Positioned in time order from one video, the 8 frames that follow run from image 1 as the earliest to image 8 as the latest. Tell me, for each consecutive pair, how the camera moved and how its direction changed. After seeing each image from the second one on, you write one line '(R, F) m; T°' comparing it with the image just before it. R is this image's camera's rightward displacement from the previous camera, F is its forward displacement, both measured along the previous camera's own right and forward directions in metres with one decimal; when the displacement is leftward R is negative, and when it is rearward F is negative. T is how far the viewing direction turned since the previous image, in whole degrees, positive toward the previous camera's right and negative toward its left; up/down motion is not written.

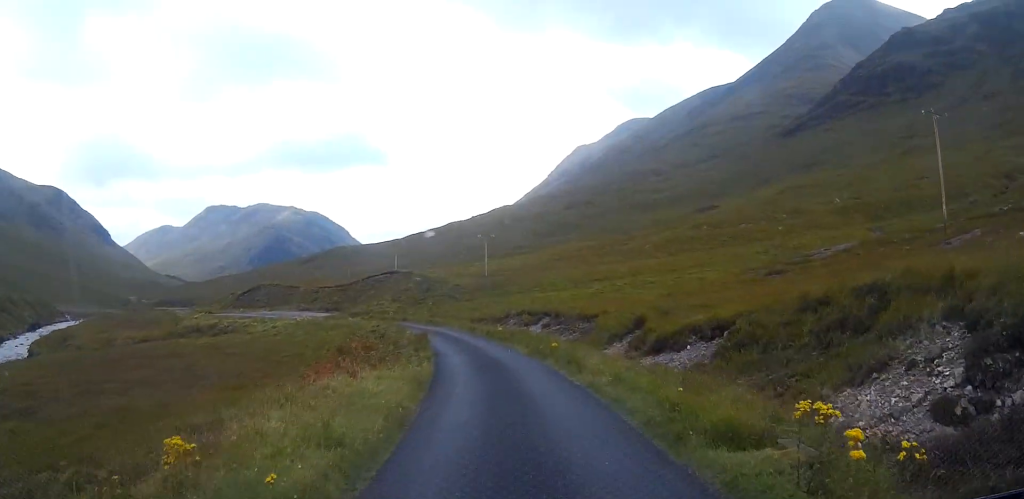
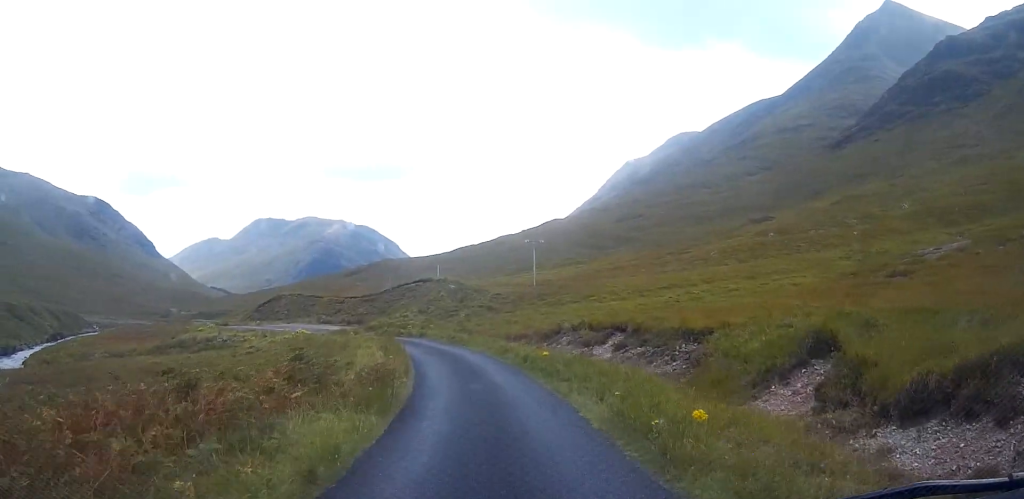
(-0.3, +13.3) m; -4°
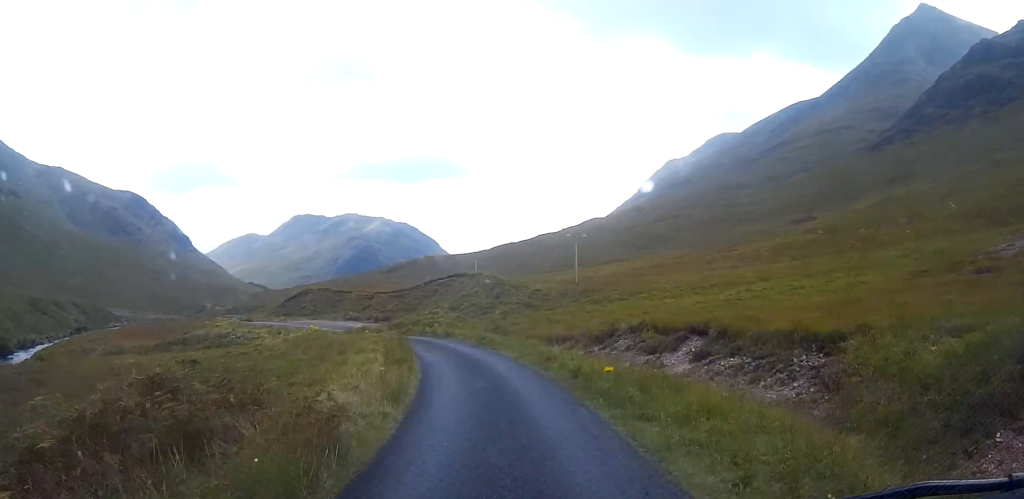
(-0.2, +6.2) m; -3°
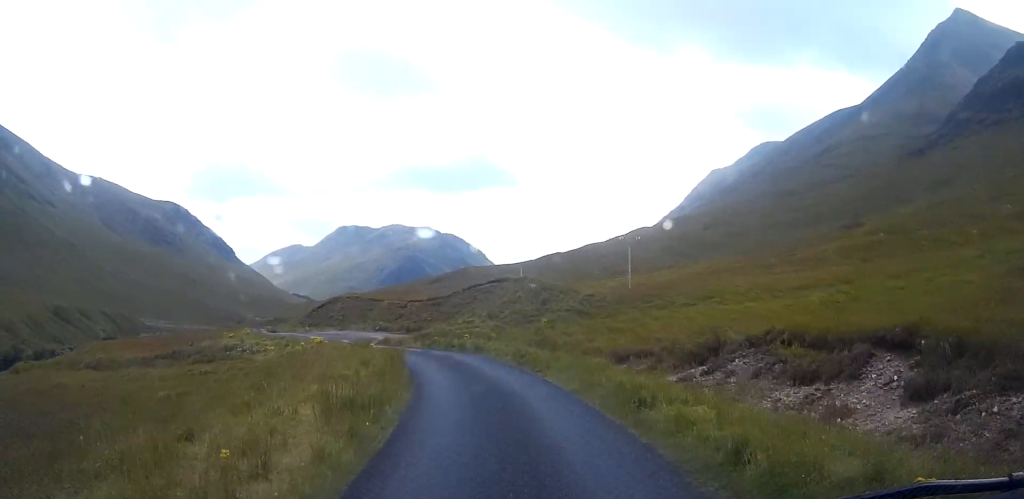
(-0.3, +8.9) m; -4°
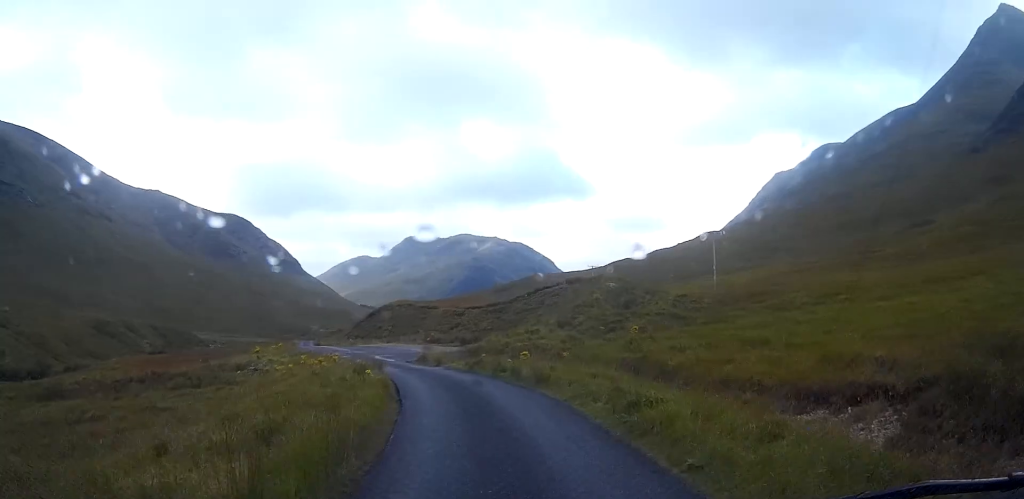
(-0.5, +11.3) m; -6°
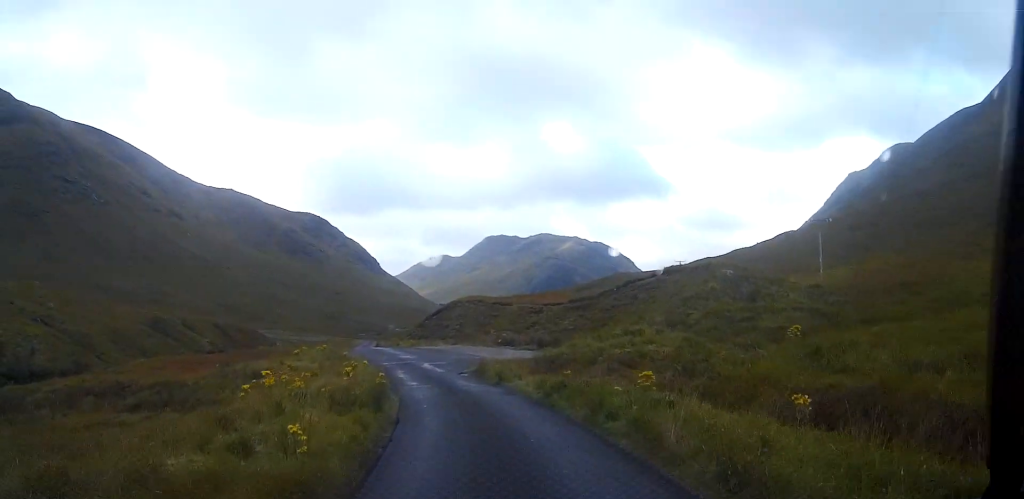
(-0.6, +10.5) m; -6°
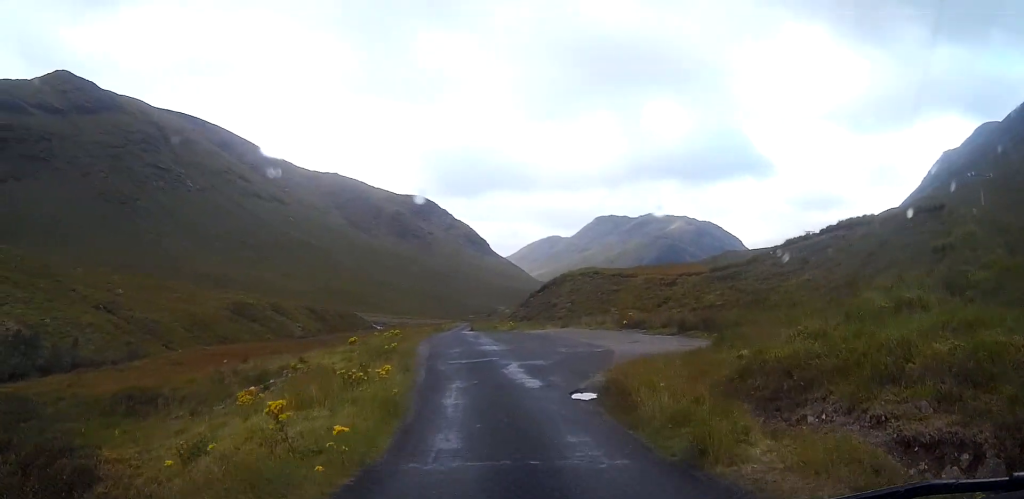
(-0.7, +14.3) m; -7°
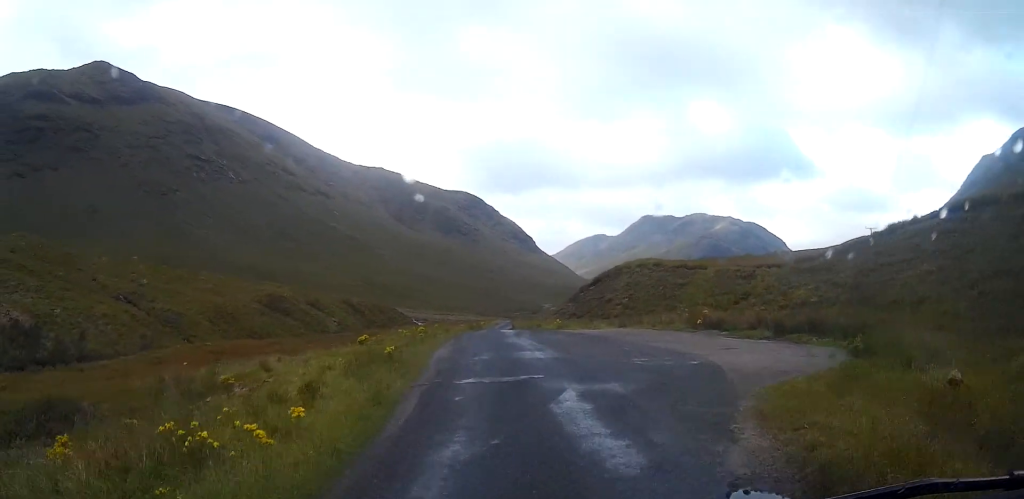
(-0.5, +8.3) m; -4°
